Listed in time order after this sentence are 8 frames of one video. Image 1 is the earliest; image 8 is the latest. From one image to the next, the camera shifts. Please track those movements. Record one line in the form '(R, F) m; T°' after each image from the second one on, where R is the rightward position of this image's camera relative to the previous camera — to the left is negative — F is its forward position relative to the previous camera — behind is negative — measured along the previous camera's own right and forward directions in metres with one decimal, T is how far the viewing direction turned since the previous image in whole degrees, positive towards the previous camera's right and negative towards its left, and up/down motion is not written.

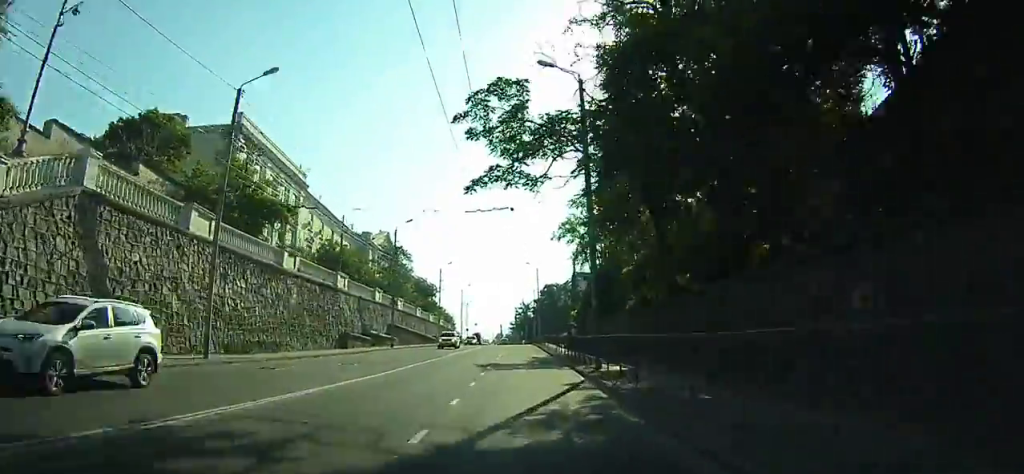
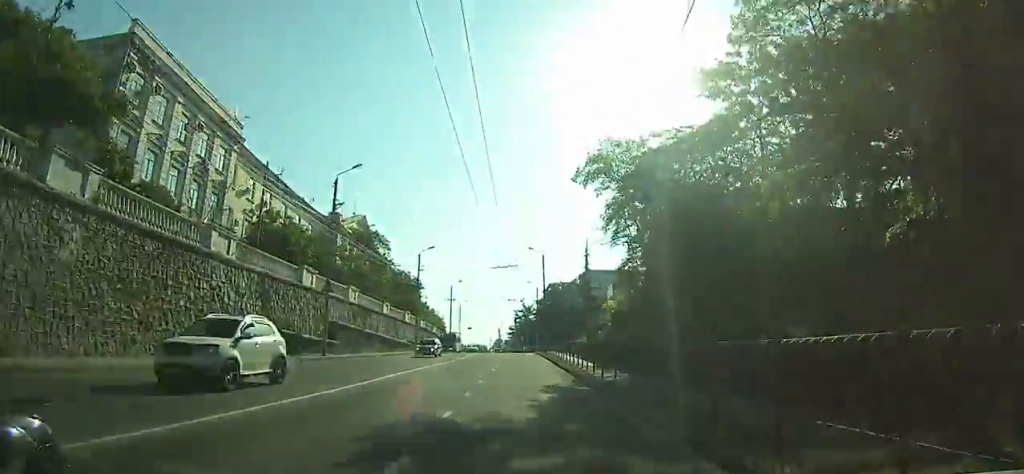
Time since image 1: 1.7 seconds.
(0.0, +17.9) m; +1°
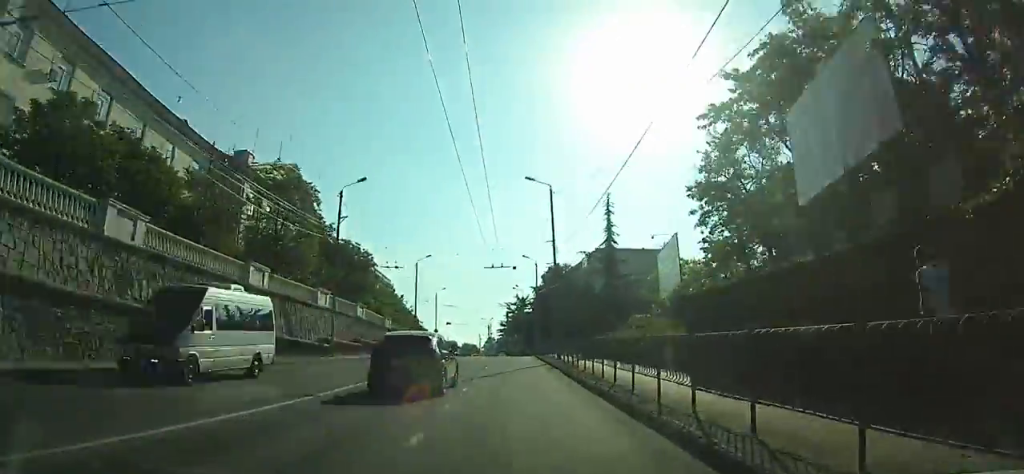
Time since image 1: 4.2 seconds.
(+0.2, +26.8) m; 0°
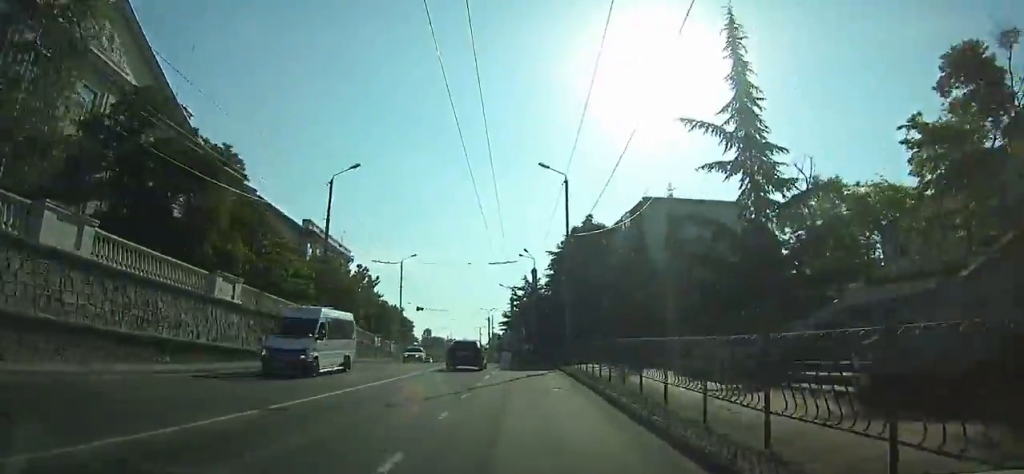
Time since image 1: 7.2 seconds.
(+0.1, +33.0) m; -1°
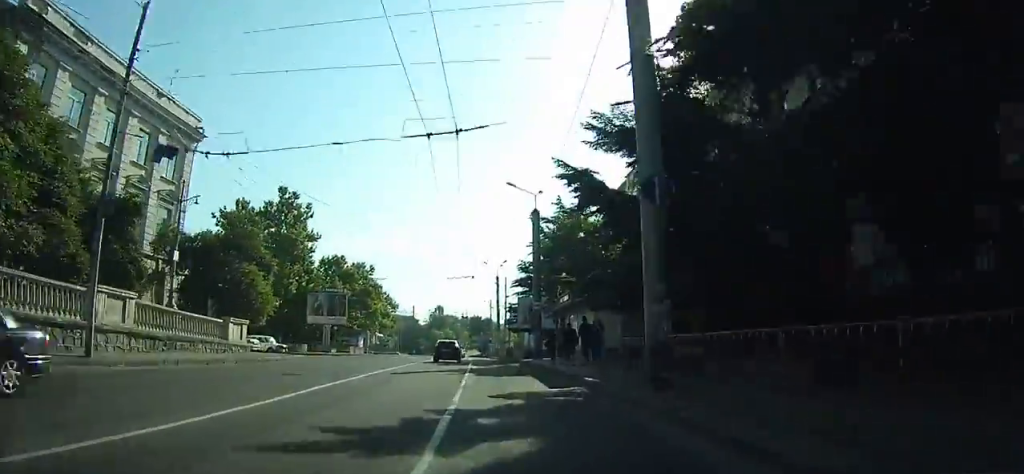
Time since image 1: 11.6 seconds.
(-1.3, +47.8) m; -3°
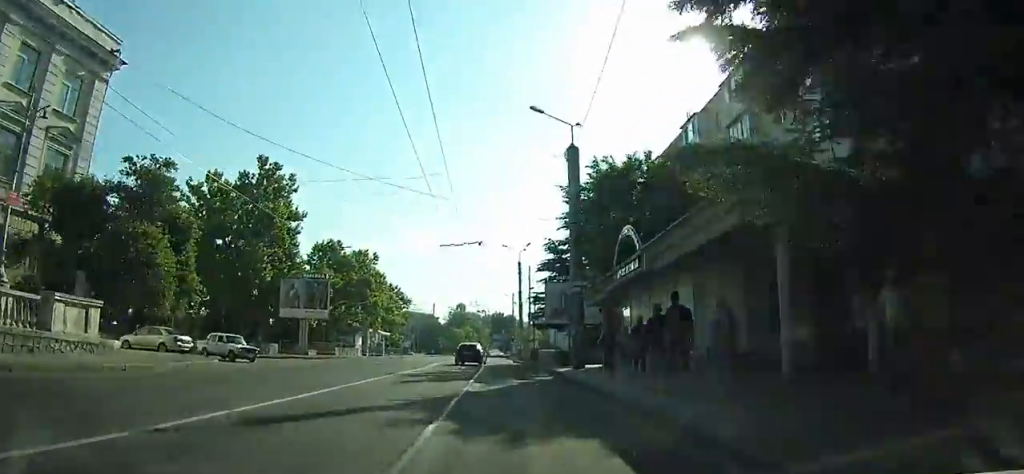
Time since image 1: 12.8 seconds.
(-0.1, +12.1) m; 0°
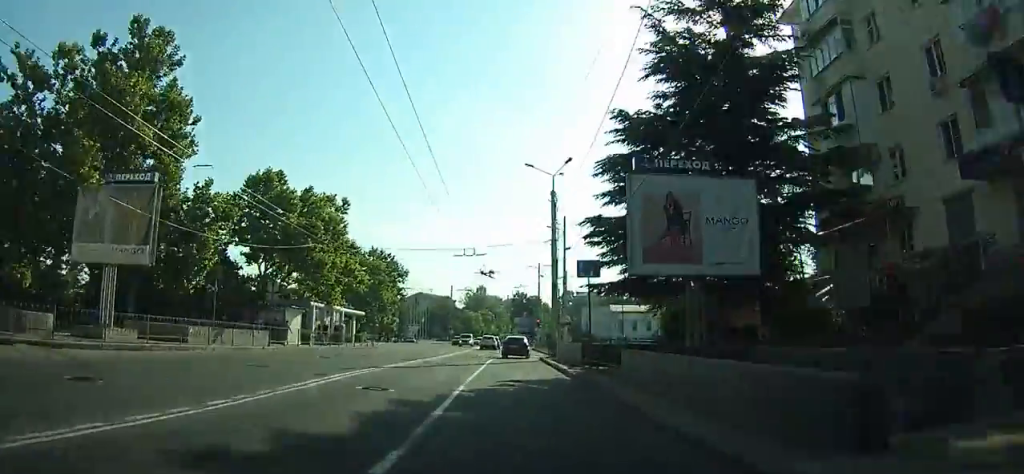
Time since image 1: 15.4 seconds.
(-0.2, +24.9) m; 0°
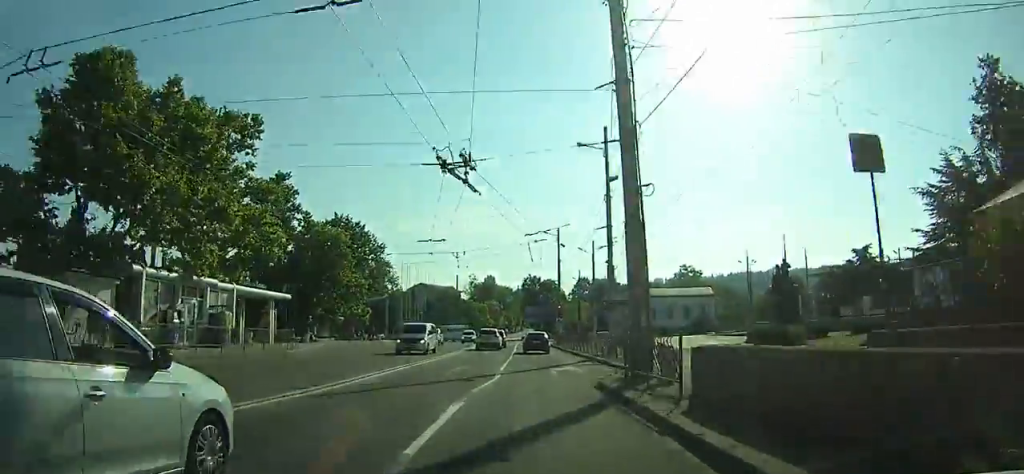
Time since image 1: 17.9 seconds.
(+0.2, +20.8) m; -1°
